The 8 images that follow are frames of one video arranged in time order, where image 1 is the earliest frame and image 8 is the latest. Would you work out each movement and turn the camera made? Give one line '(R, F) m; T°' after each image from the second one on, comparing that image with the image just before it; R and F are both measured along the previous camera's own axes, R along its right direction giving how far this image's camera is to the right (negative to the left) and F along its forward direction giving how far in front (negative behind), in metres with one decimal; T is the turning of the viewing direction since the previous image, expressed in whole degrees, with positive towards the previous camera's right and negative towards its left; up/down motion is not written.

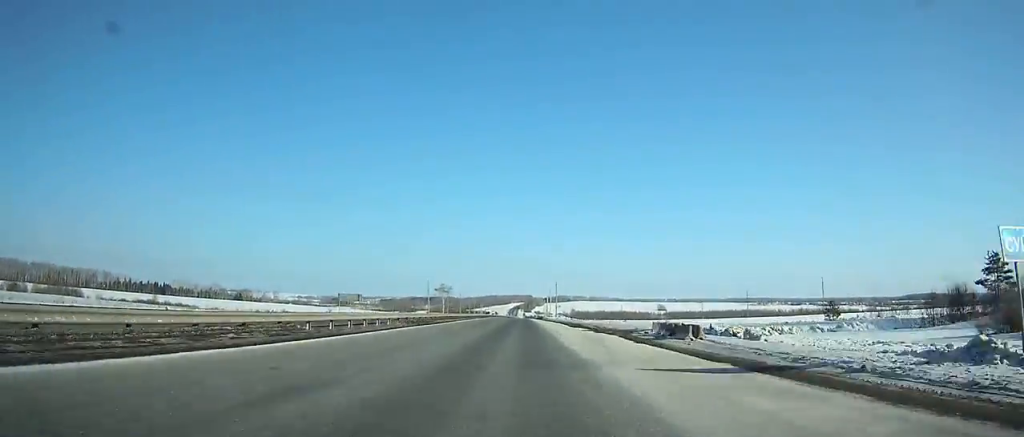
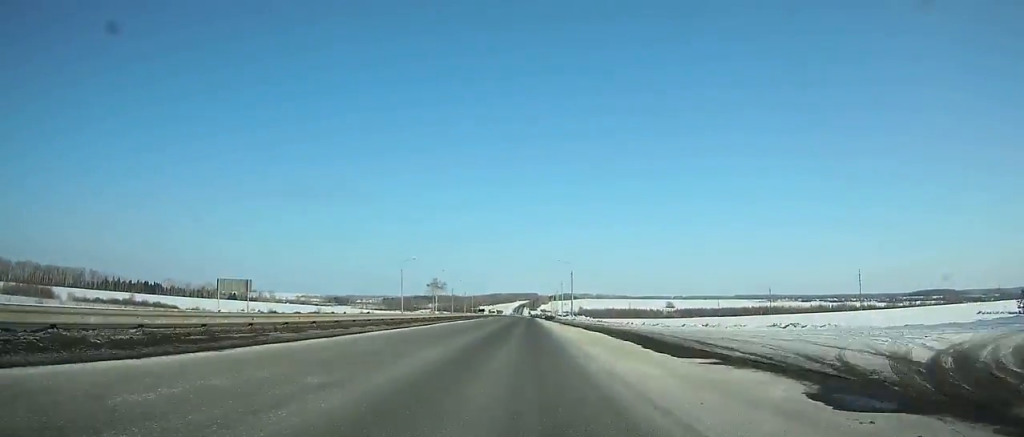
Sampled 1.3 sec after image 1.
(0.0, +35.4) m; 0°
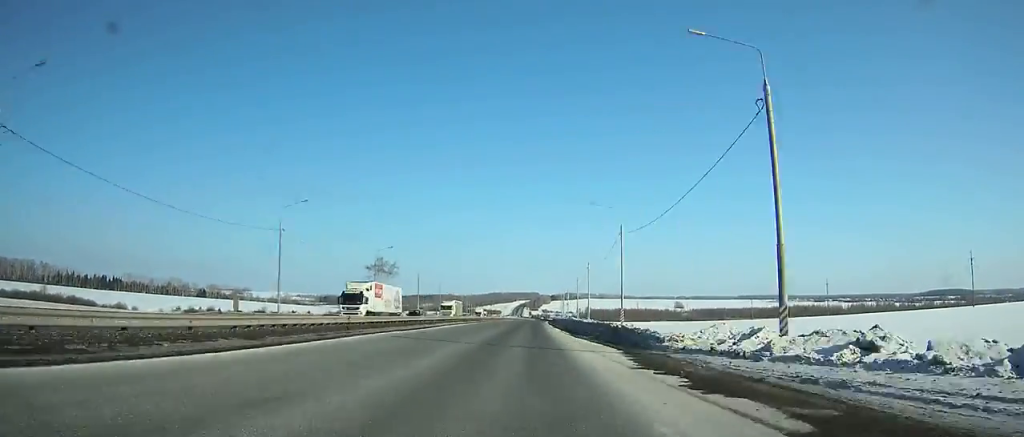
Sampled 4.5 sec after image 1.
(0.0, +87.2) m; 0°
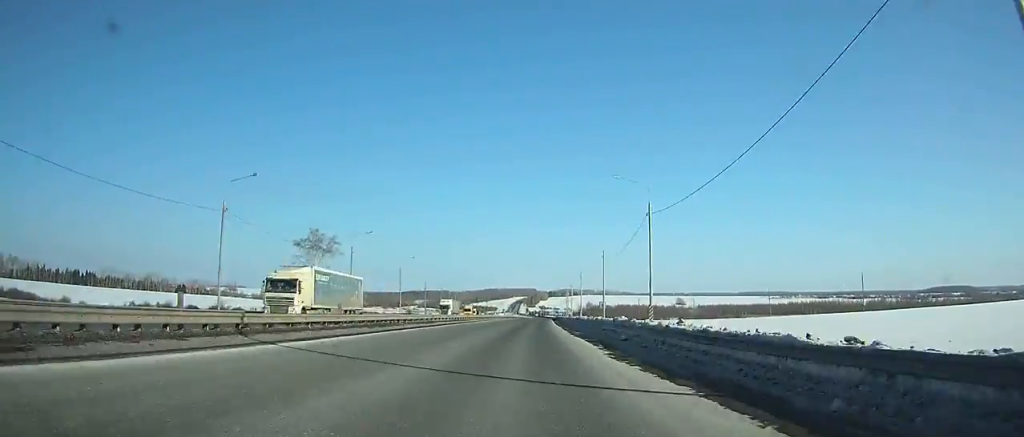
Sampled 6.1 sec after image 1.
(0.0, +43.6) m; 0°
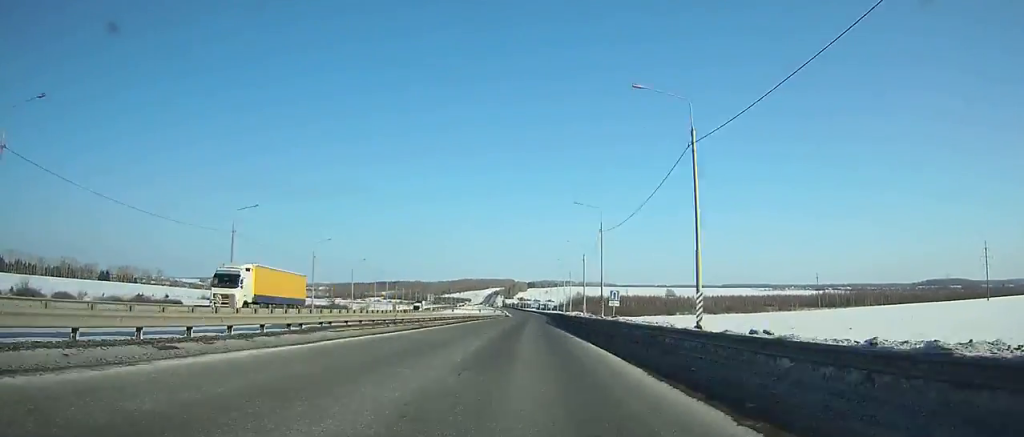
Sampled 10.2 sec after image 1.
(+1.4, +111.6) m; +1°
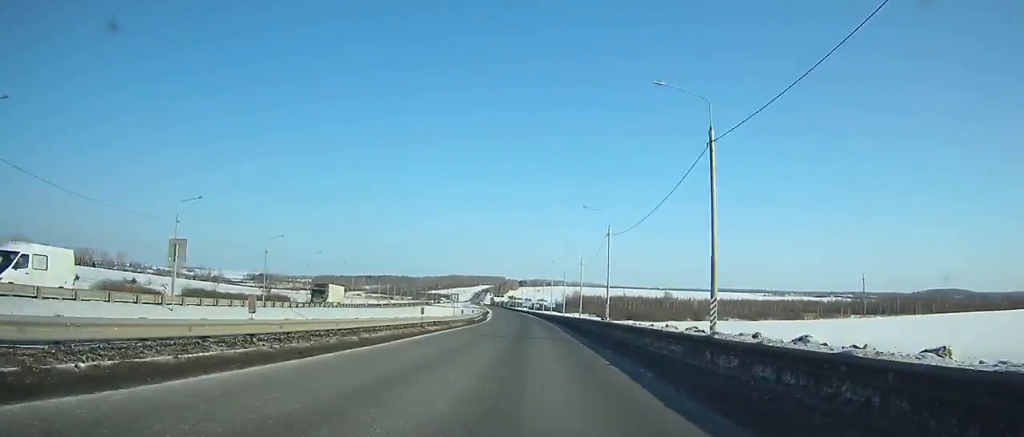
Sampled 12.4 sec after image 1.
(+0.4, +59.9) m; 0°
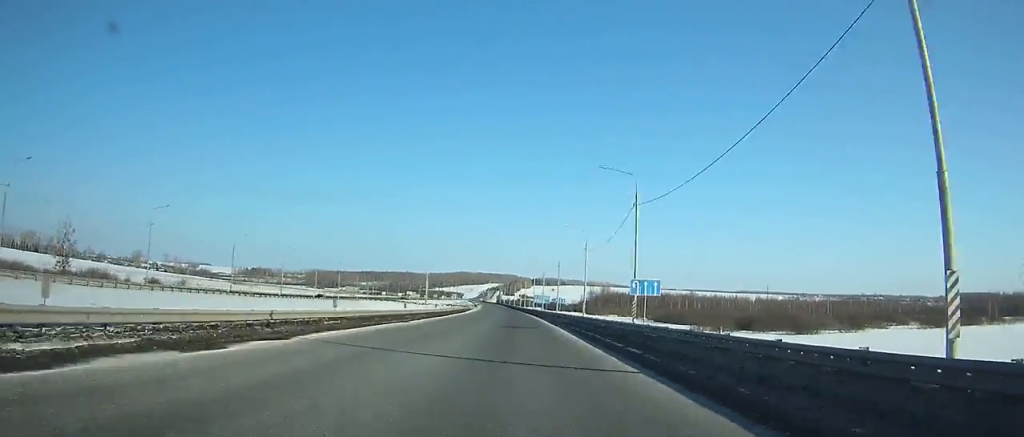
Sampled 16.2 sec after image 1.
(-0.3, +103.5) m; -1°
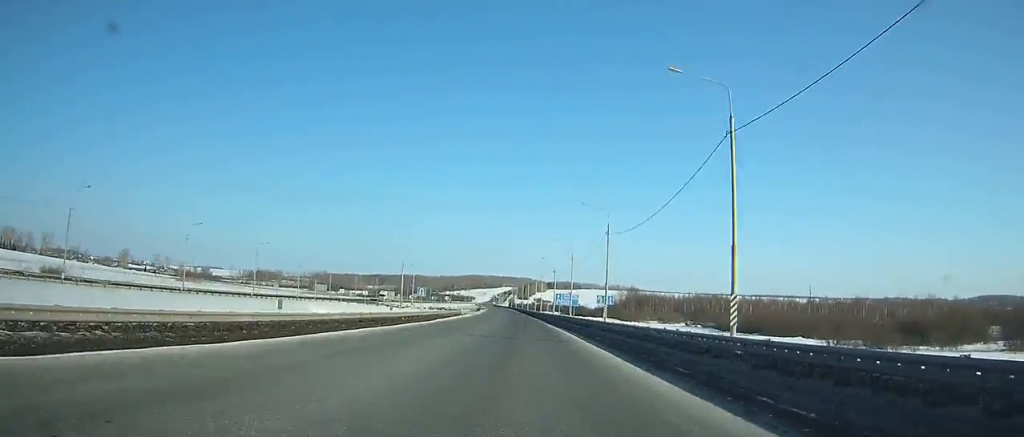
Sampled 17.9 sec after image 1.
(-0.6, +46.2) m; -1°
